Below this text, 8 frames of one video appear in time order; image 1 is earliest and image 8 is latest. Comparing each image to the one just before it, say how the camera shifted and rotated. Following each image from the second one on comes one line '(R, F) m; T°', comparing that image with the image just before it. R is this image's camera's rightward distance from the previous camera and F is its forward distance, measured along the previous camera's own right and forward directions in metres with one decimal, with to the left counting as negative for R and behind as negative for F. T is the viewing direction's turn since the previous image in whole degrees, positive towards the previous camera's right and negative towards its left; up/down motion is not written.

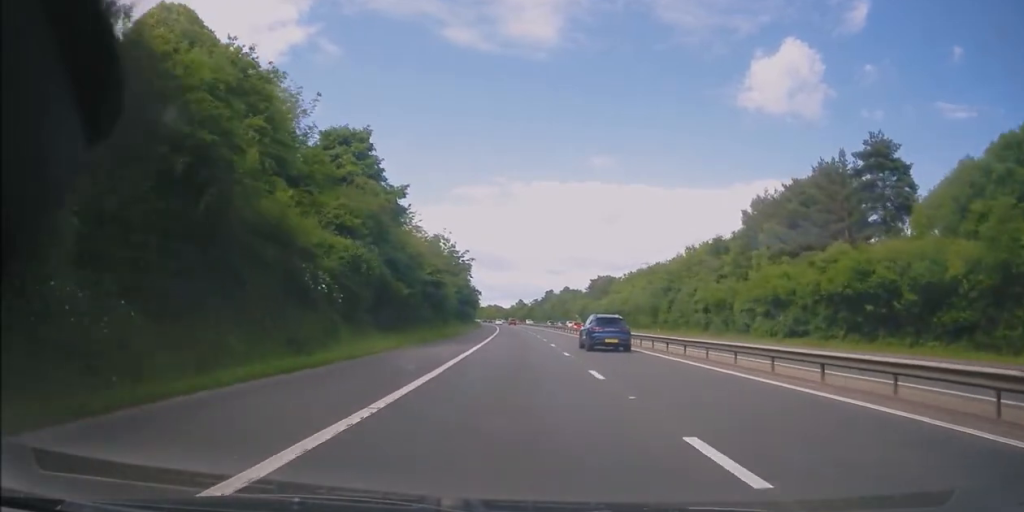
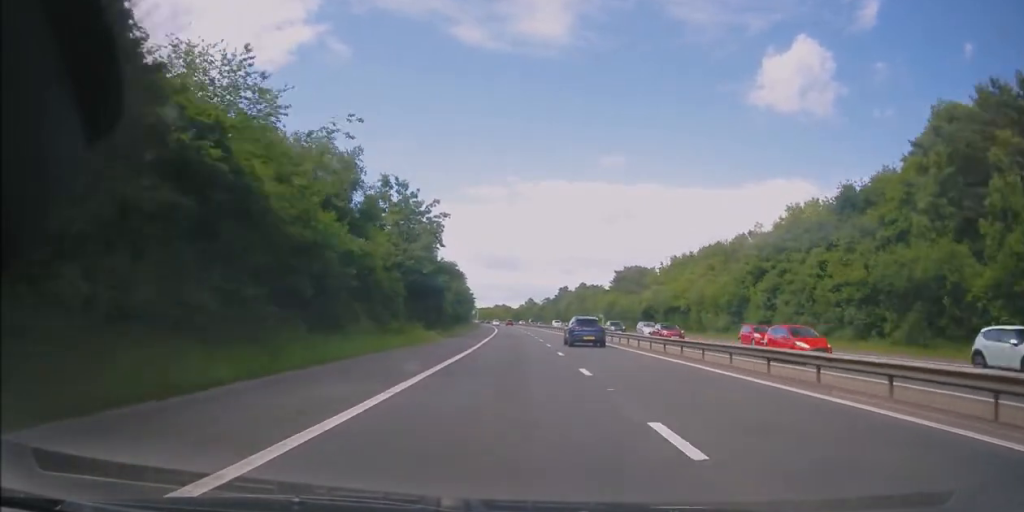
(-0.2, +35.0) m; -1°
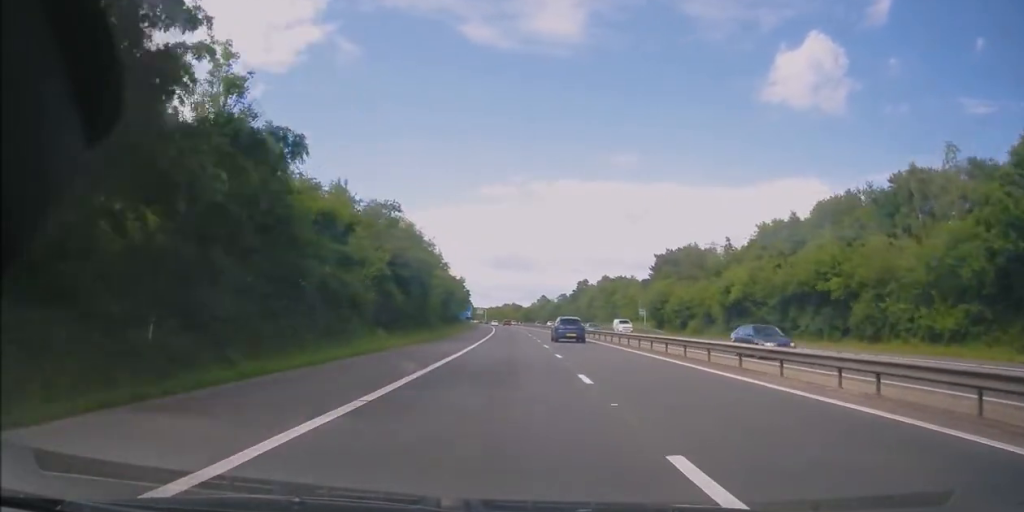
(-0.3, +37.9) m; -1°
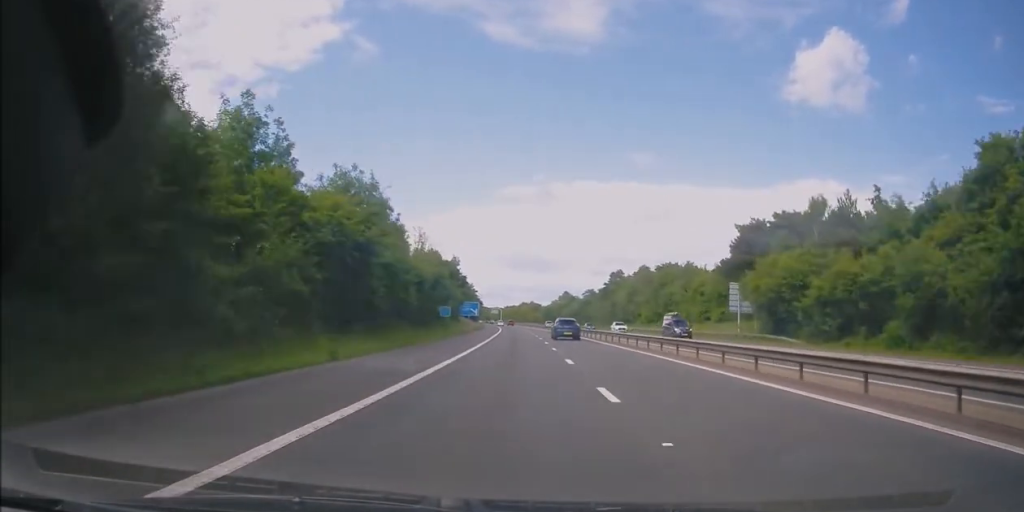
(-0.3, +38.7) m; -1°
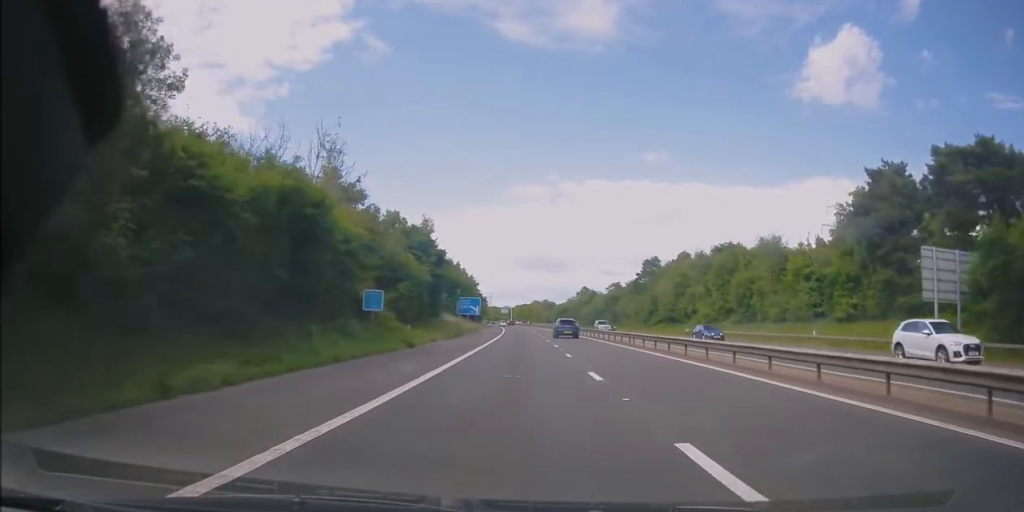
(-0.2, +32.1) m; -1°
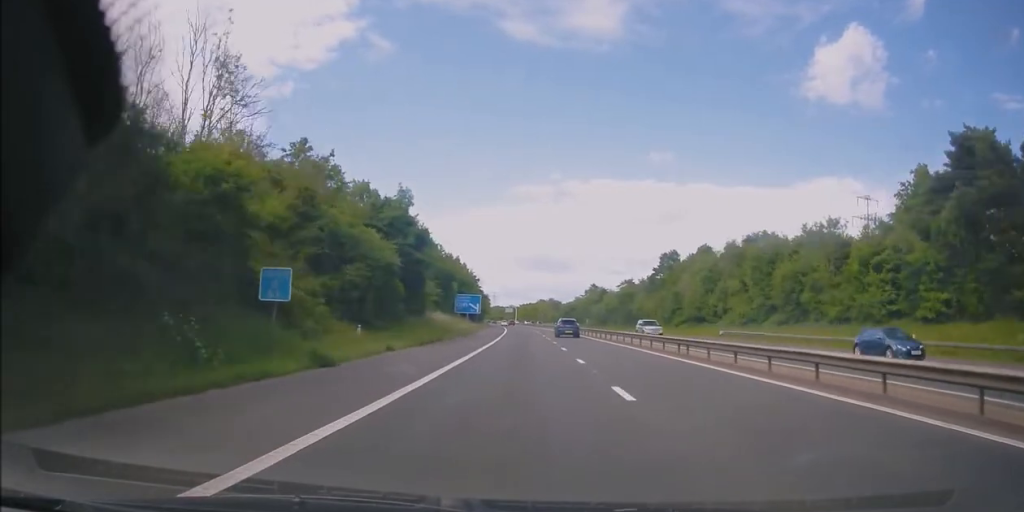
(+0.1, +12.3) m; -1°
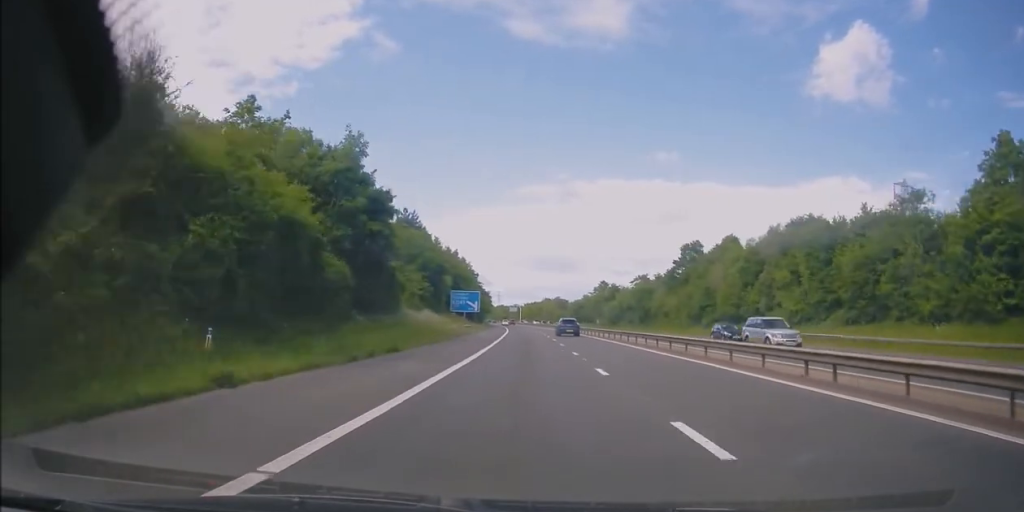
(-0.2, +13.2) m; 0°
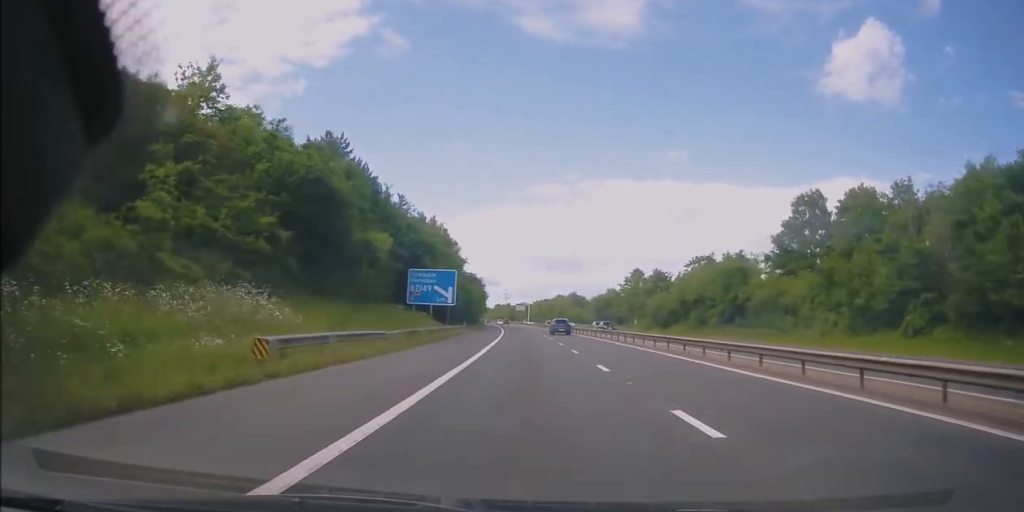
(-0.4, +43.7) m; -1°
